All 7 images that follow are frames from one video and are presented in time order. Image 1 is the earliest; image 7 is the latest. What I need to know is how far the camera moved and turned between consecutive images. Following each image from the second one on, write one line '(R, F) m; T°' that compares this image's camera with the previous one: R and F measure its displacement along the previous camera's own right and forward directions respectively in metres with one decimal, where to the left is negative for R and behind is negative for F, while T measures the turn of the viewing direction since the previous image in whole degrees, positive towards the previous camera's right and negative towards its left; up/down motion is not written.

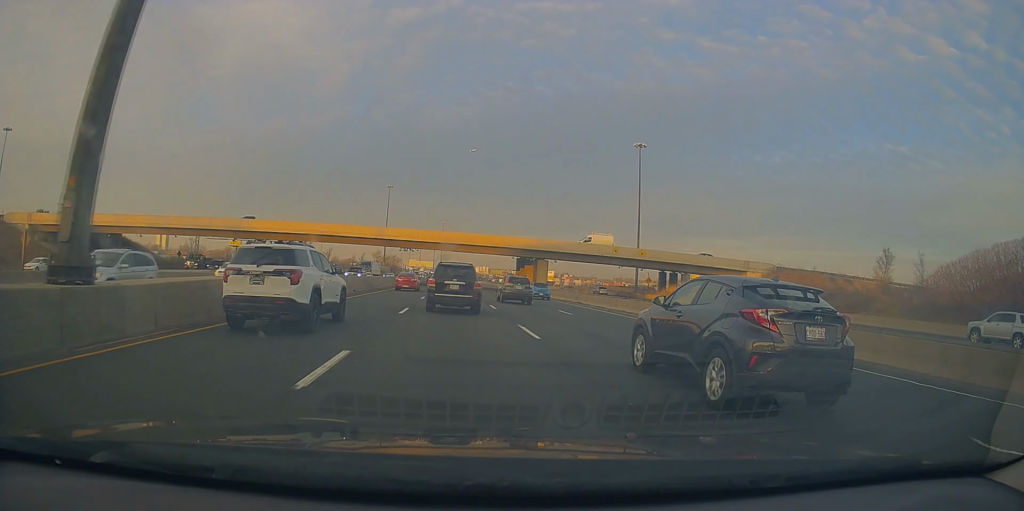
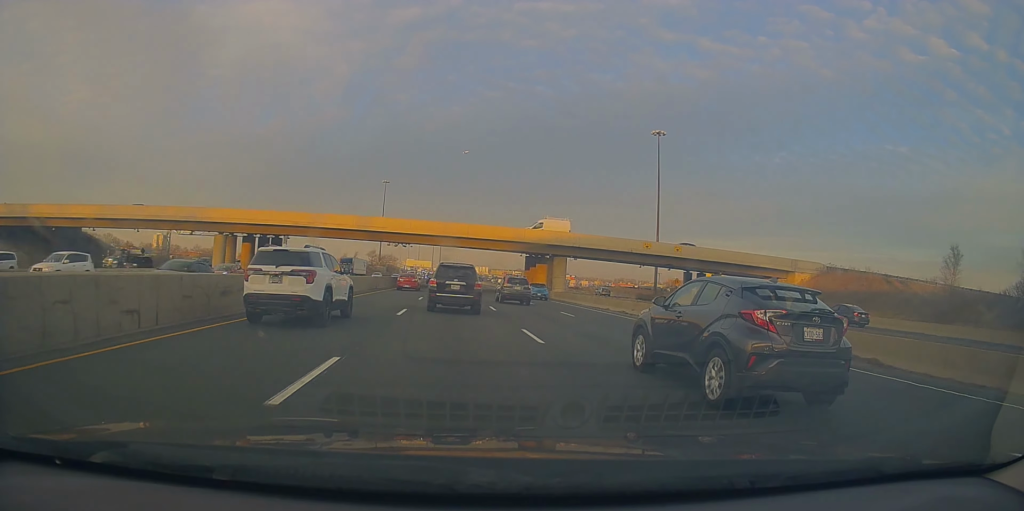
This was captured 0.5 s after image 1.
(-0.1, +13.0) m; 0°
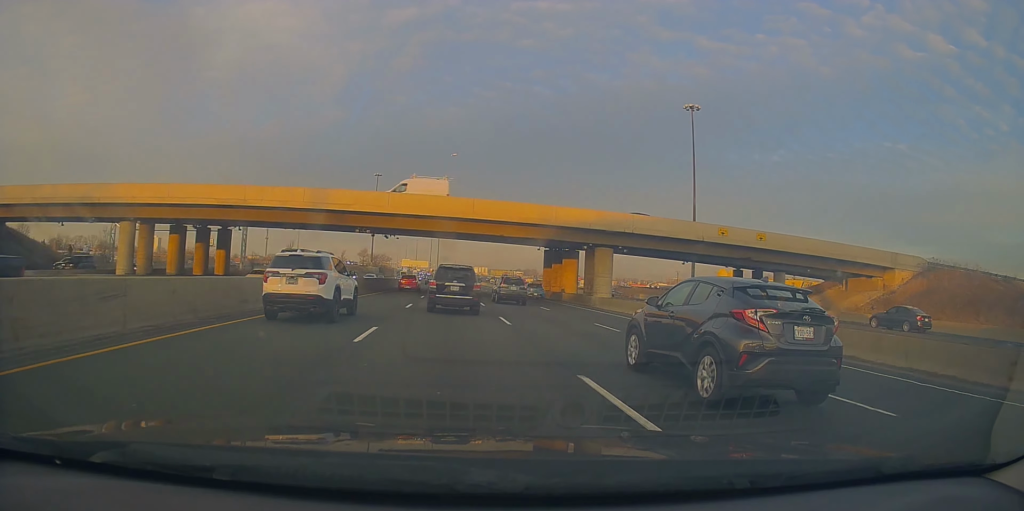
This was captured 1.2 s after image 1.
(+0.2, +19.3) m; +1°
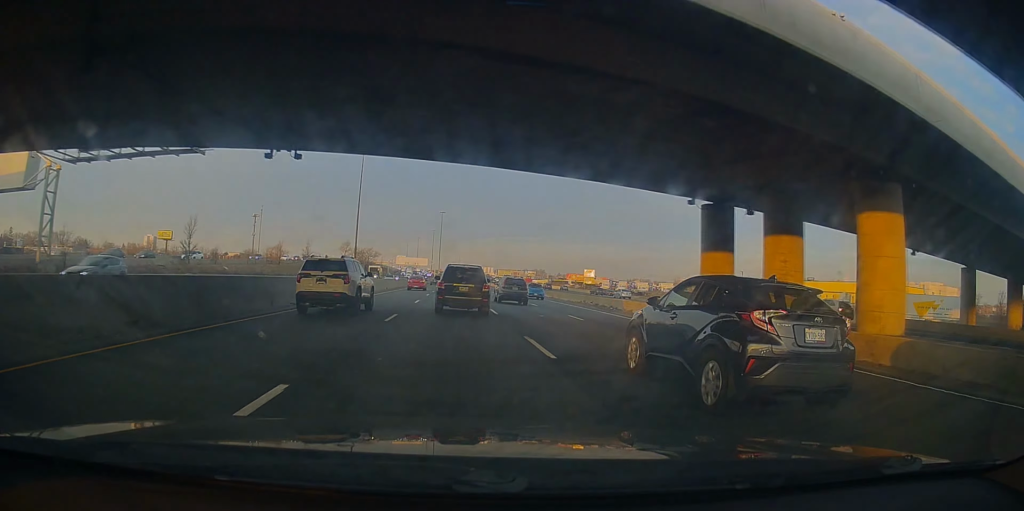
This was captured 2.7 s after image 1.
(+0.4, +43.1) m; 0°
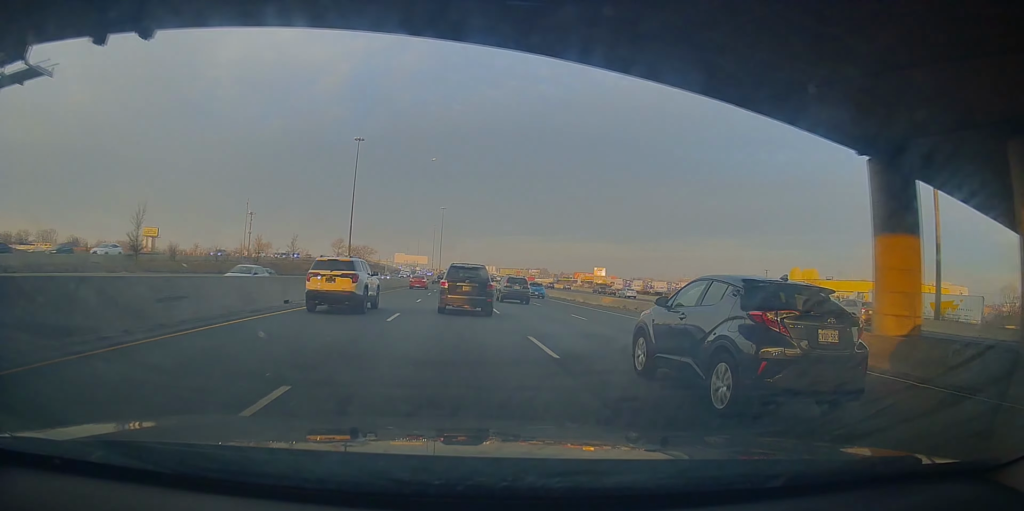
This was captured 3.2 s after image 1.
(0.0, +11.9) m; -1°
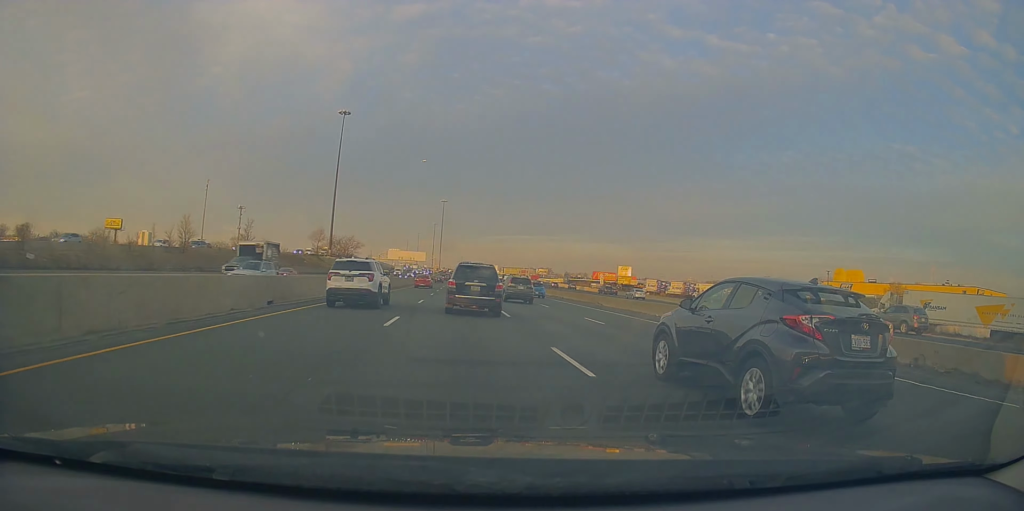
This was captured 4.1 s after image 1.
(-0.5, +25.6) m; -1°
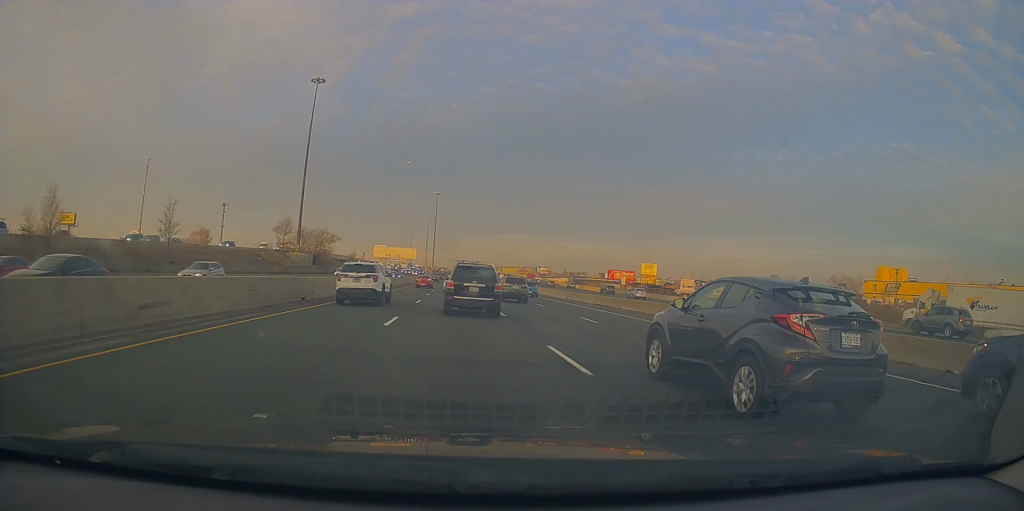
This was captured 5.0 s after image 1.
(-0.3, +23.9) m; +1°
